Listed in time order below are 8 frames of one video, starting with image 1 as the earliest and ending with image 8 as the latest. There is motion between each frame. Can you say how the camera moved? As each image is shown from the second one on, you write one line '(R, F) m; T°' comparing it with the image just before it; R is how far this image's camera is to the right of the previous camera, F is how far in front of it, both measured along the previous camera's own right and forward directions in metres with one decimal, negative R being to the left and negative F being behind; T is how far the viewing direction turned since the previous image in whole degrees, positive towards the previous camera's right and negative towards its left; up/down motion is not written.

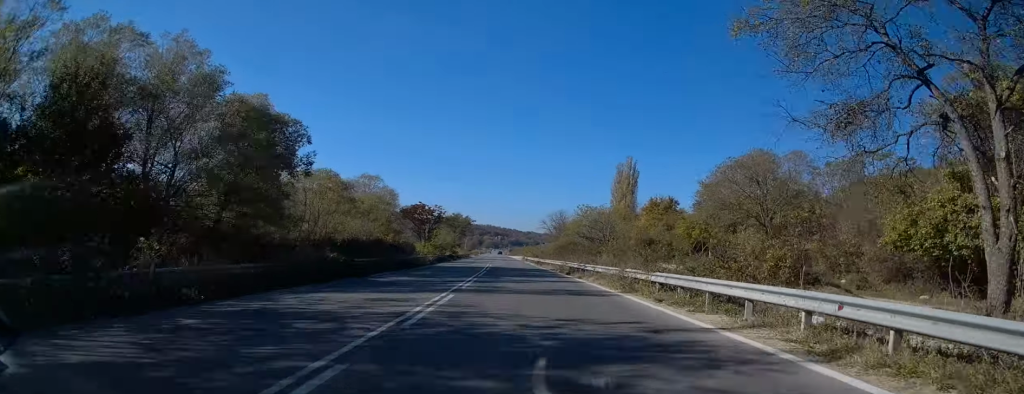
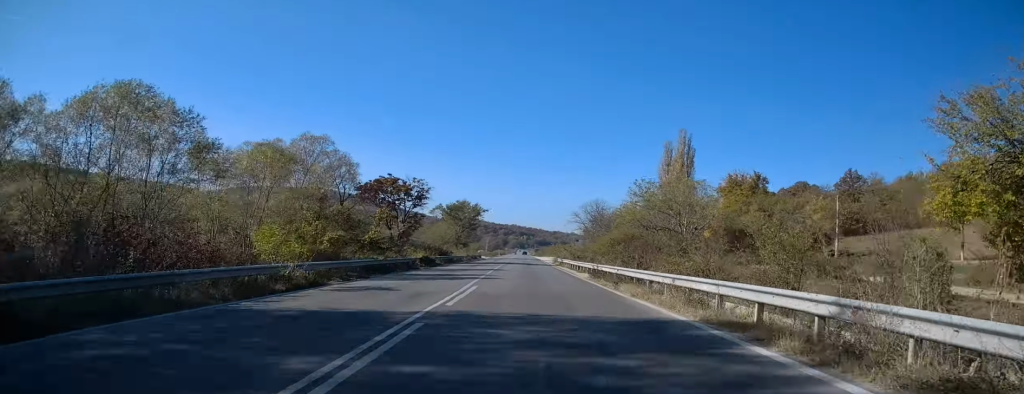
(-0.8, +32.2) m; -3°
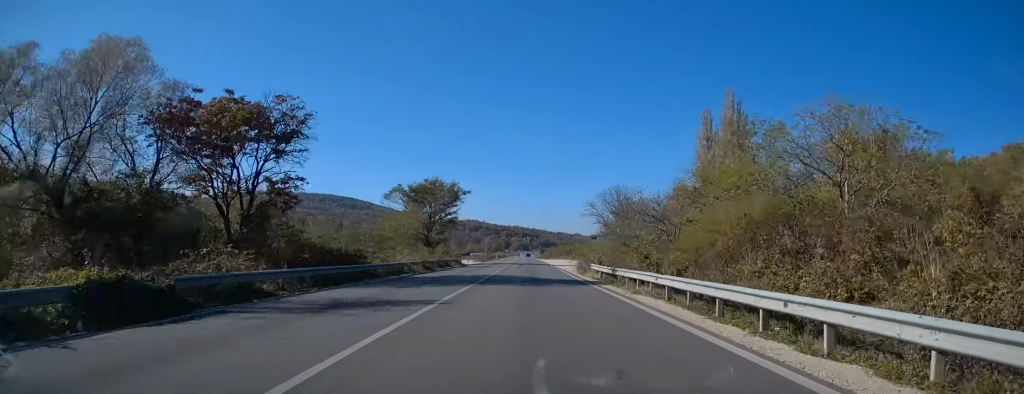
(-0.6, +30.6) m; -2°
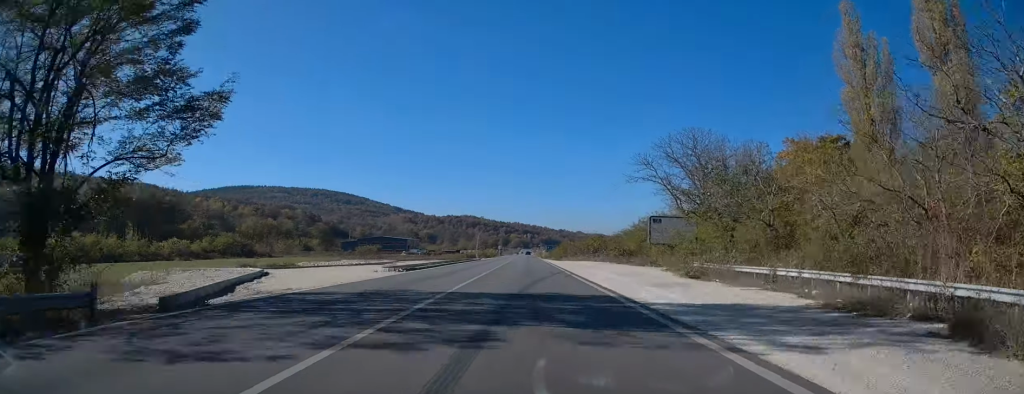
(-1.2, +52.5) m; -2°
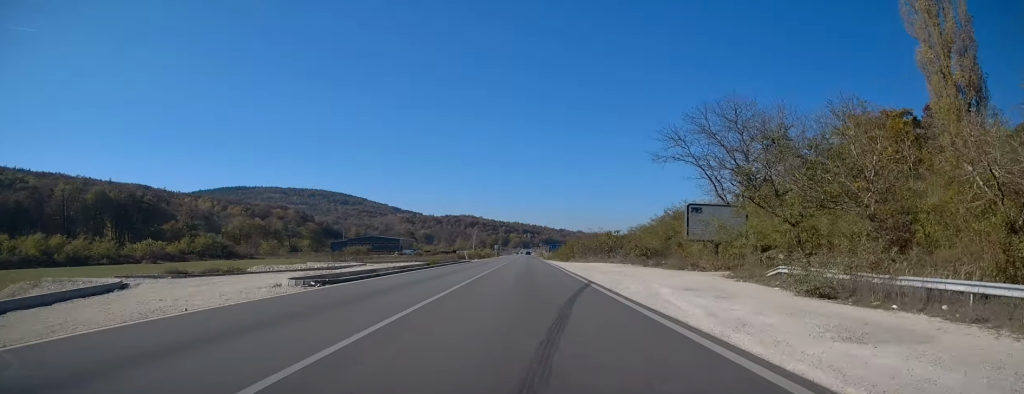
(0.0, +13.4) m; 0°
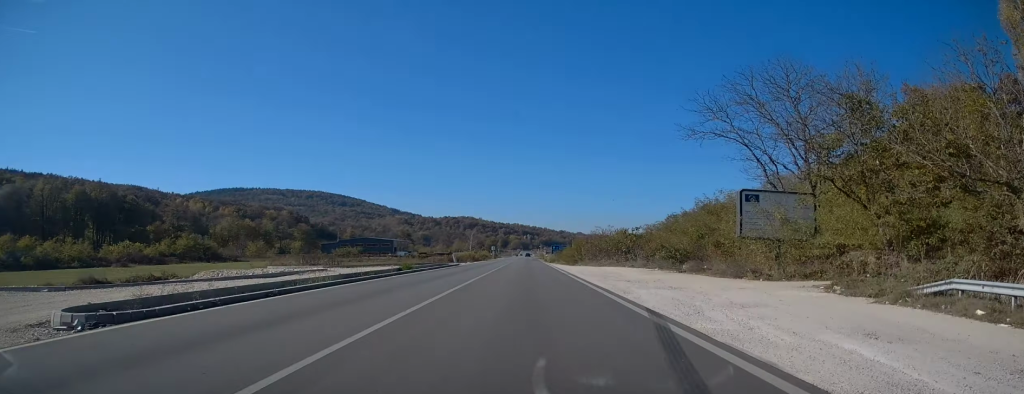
(-0.1, +10.9) m; 0°
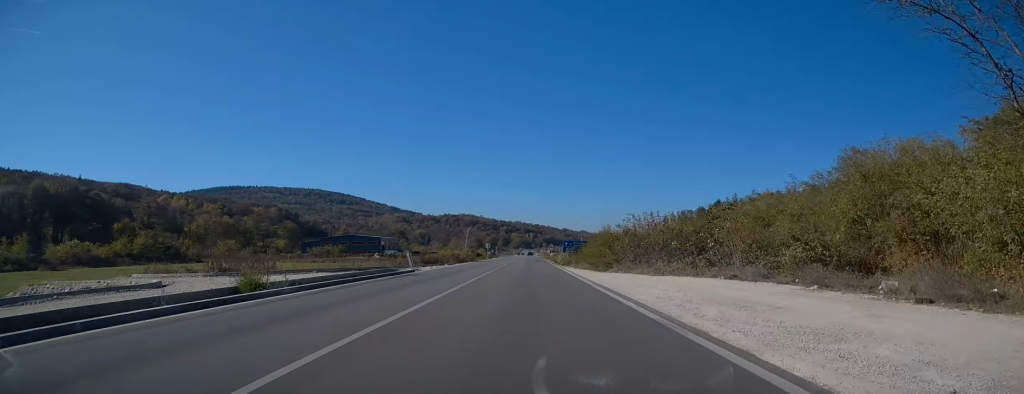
(+0.3, +22.5) m; 0°
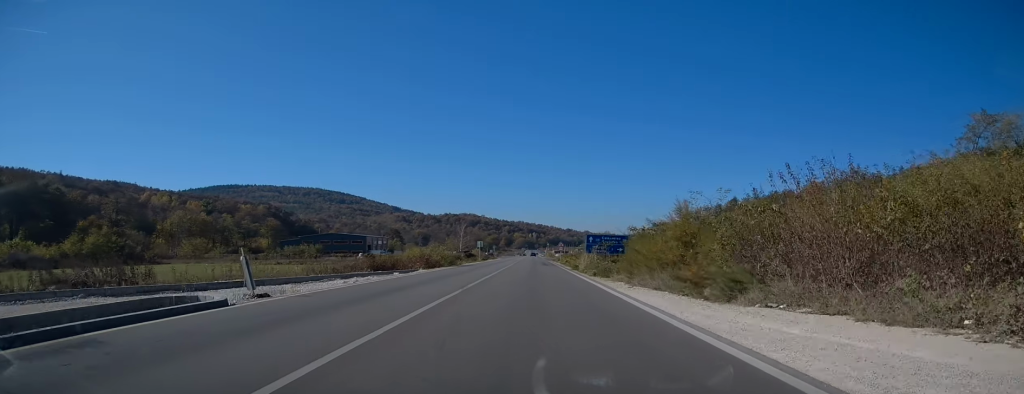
(-0.1, +21.5) m; -1°
